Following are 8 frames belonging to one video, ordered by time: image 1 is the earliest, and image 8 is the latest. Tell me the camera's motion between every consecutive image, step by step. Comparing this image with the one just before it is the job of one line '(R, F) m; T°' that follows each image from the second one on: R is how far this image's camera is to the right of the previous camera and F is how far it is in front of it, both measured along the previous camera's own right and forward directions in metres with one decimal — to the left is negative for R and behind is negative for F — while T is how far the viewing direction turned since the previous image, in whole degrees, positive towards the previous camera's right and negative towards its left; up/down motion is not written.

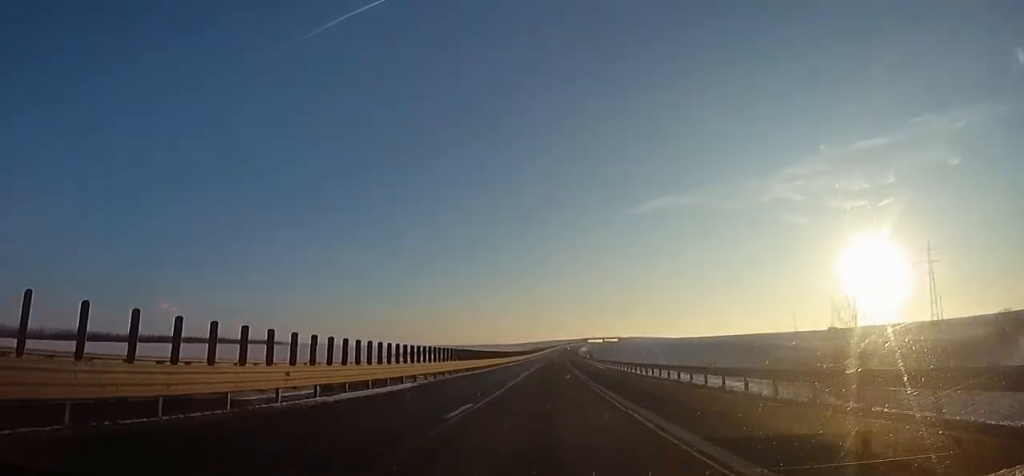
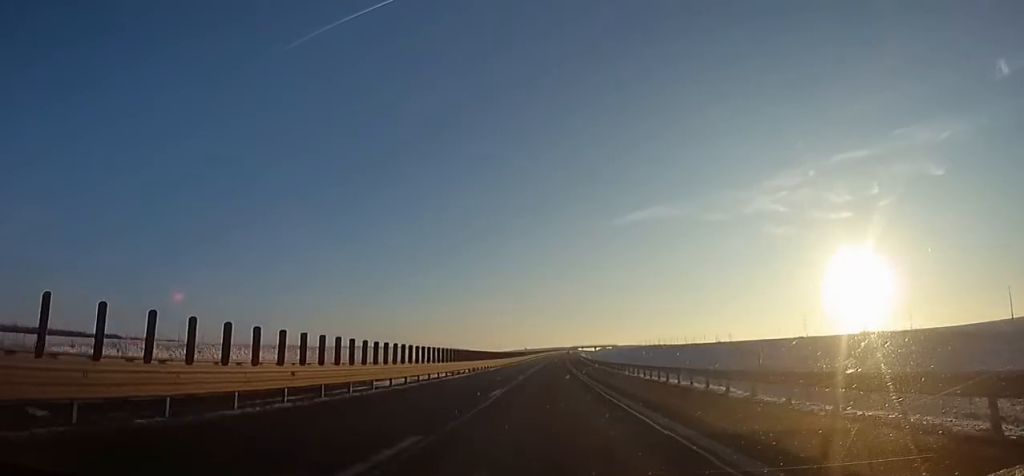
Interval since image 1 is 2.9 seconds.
(+0.9, +89.6) m; +2°
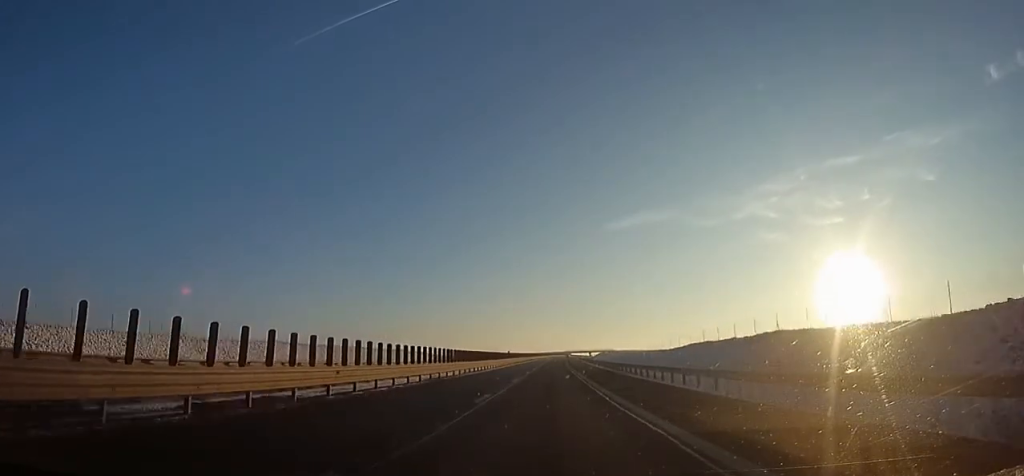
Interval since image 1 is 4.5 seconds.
(+1.0, +50.7) m; +1°
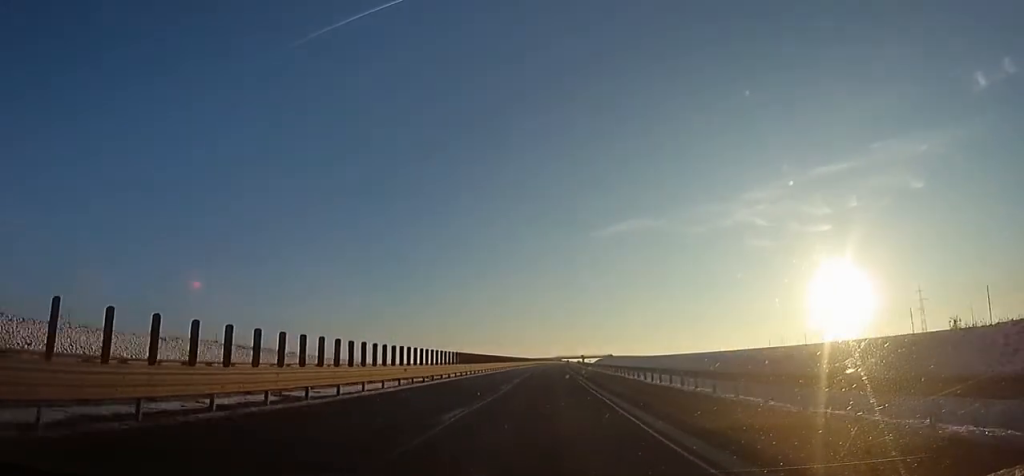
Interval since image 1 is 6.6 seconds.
(-0.2, +64.1) m; +1°
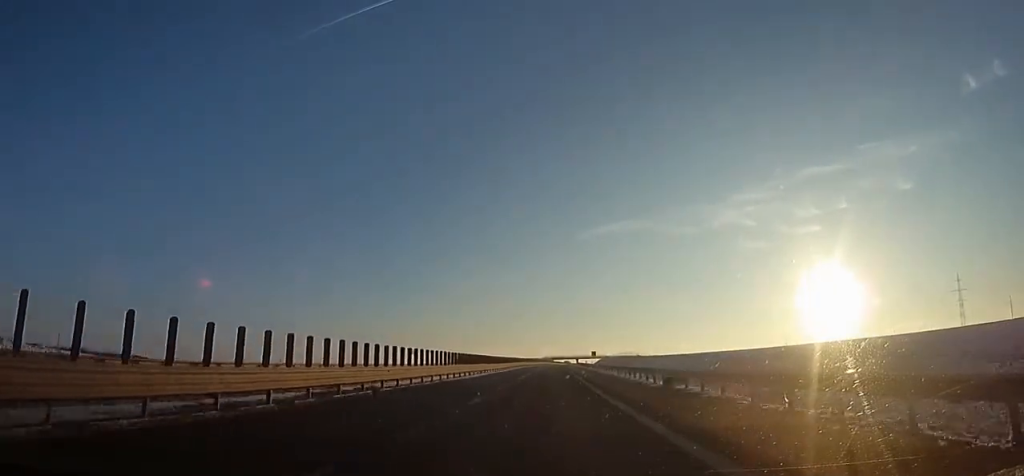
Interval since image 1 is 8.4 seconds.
(+1.2, +55.8) m; +2°
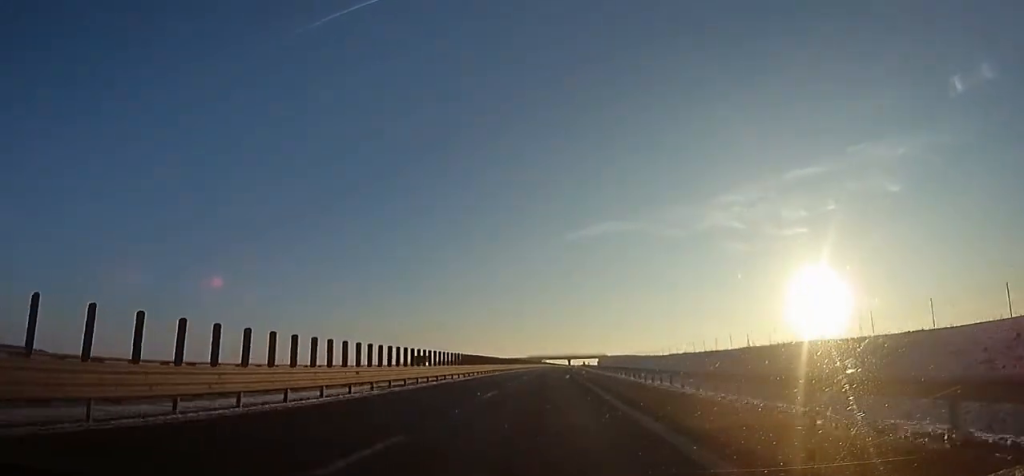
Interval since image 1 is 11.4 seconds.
(+1.6, +93.4) m; +1°
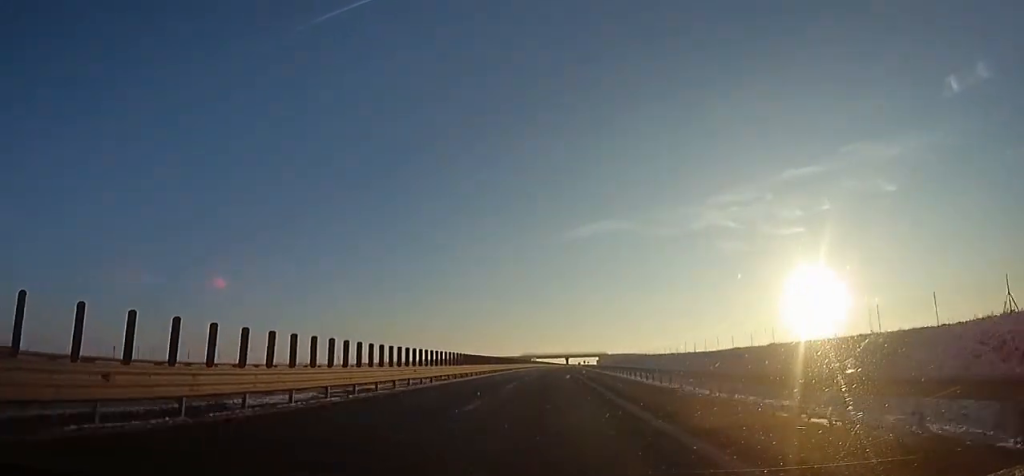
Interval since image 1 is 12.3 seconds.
(+0.1, +29.2) m; 0°
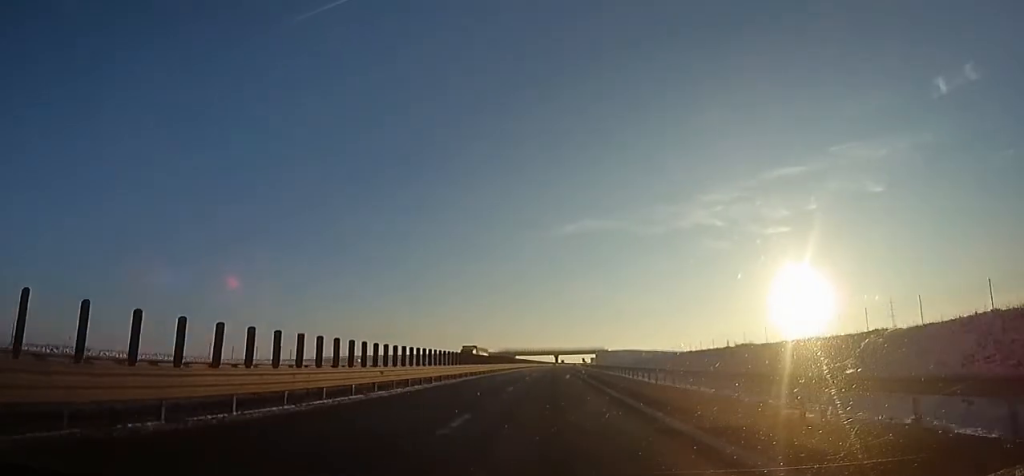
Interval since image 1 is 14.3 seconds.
(-0.4, +64.0) m; +1°
